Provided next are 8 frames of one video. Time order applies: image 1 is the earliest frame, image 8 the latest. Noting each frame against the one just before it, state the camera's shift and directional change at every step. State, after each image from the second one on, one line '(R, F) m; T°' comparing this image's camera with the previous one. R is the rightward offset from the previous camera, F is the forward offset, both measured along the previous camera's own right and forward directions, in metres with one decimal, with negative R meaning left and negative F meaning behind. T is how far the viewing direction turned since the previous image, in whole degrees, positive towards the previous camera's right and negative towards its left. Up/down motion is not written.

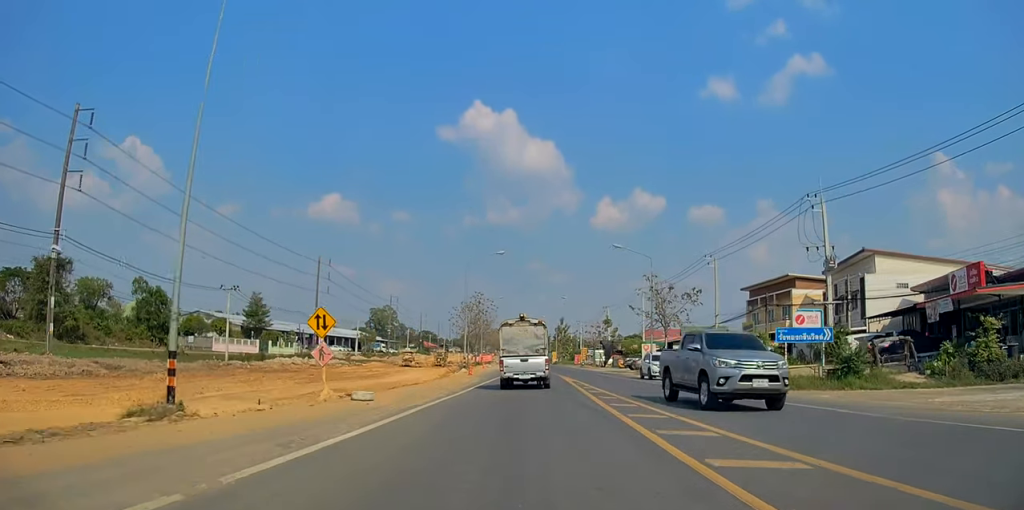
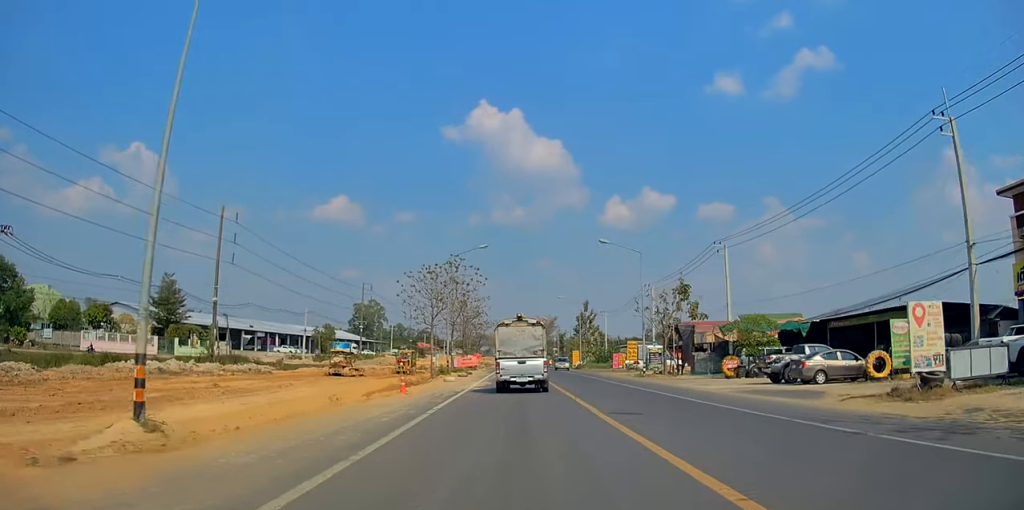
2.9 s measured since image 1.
(-0.5, +41.9) m; -2°
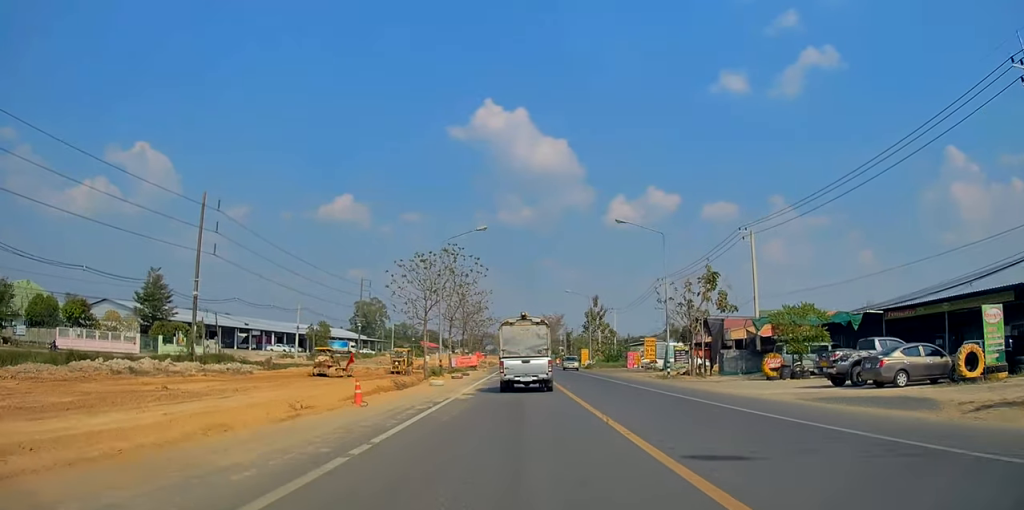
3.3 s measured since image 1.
(+0.1, +6.6) m; 0°
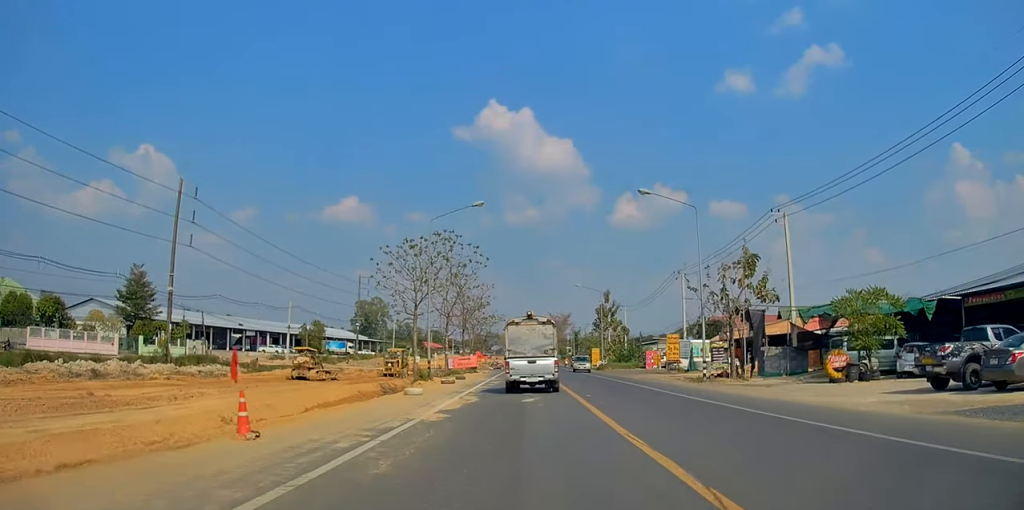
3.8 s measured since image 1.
(0.0, +6.9) m; 0°
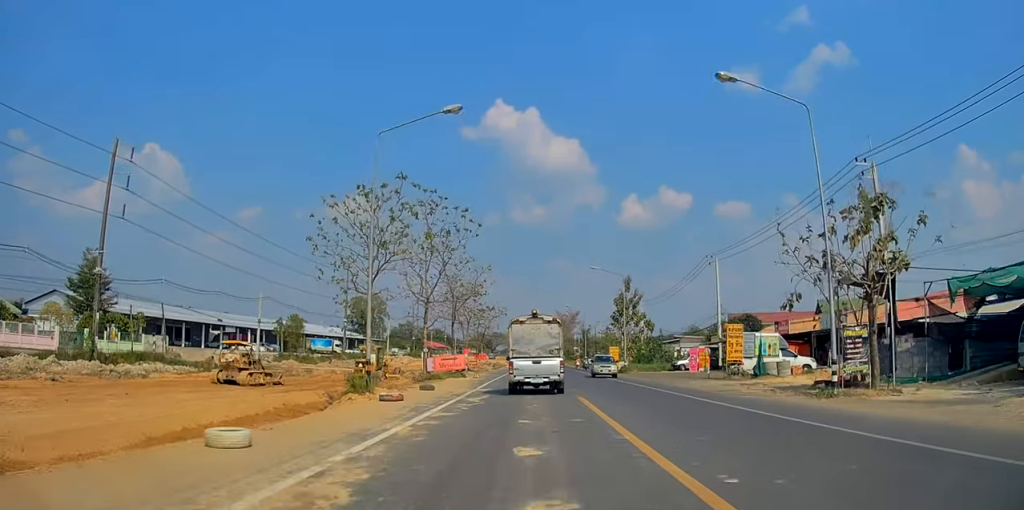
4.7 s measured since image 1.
(0.0, +14.0) m; -1°
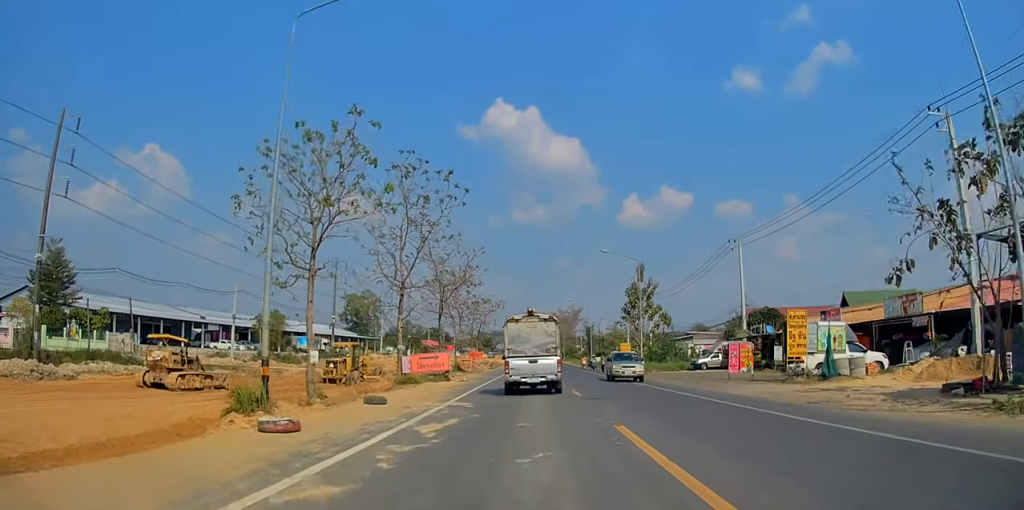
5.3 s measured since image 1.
(0.0, +8.3) m; -1°
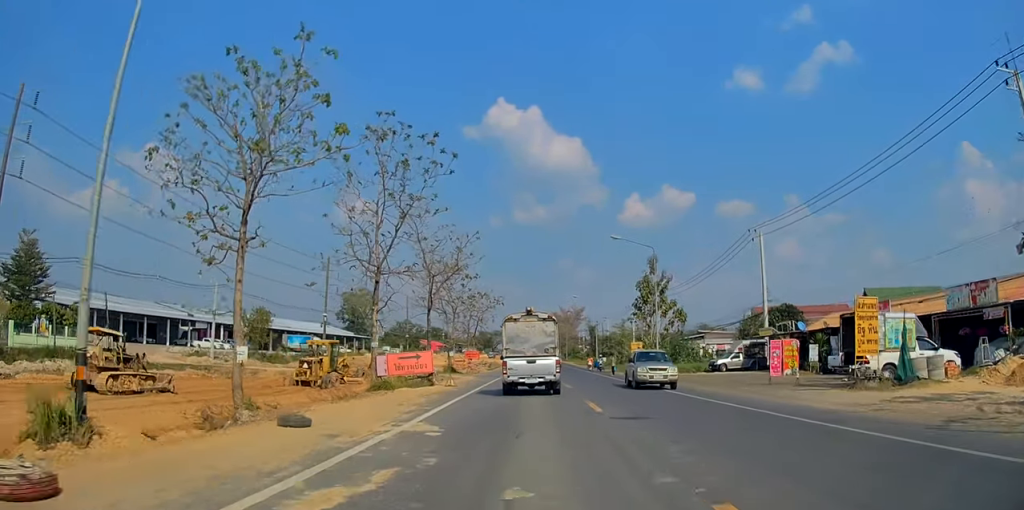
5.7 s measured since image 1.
(0.0, +6.1) m; 0°
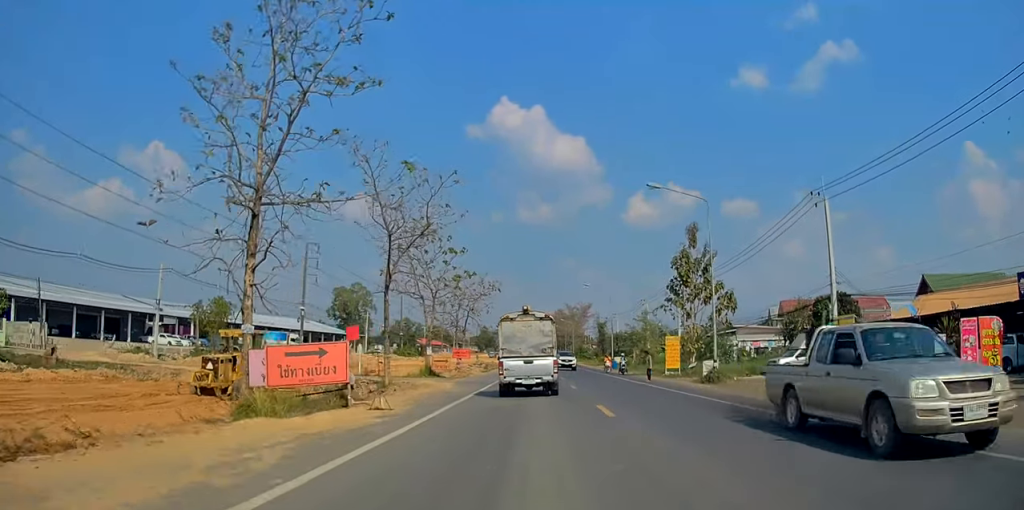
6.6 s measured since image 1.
(-0.1, +13.1) m; -1°
